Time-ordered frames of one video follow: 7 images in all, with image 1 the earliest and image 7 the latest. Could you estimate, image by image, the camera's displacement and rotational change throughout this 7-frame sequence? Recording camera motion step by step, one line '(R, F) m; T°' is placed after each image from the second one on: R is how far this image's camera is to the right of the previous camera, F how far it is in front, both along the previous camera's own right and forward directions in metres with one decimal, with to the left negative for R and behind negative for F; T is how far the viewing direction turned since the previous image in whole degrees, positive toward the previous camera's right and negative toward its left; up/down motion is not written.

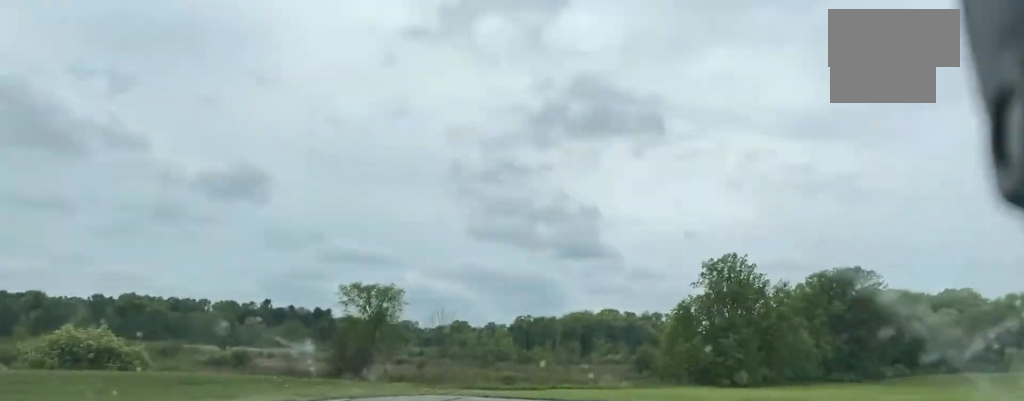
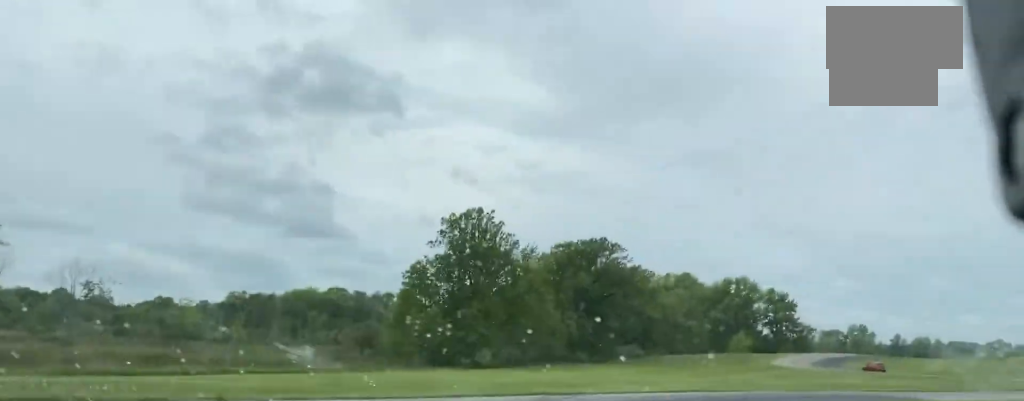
(+1.7, +27.5) m; +18°
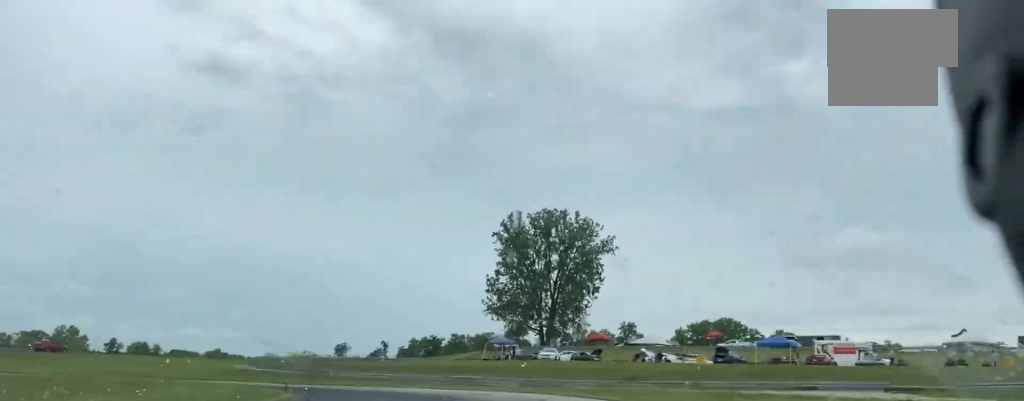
(+40.6, +57.5) m; +53°
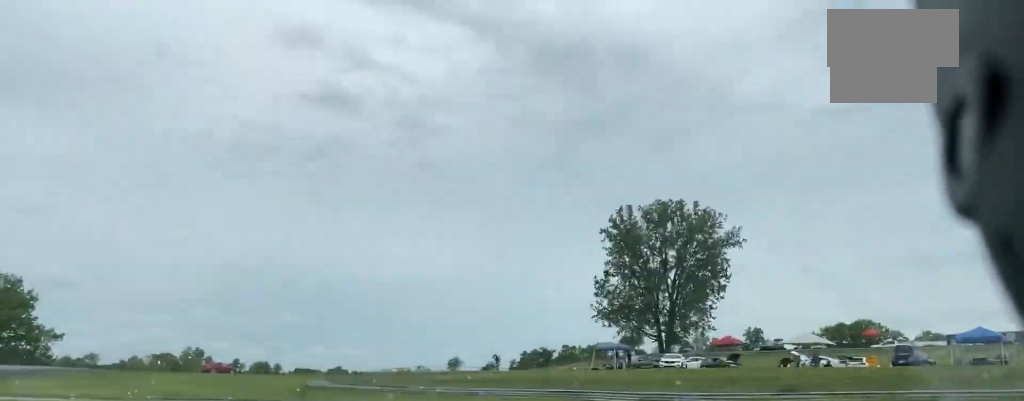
(+0.6, +16.3) m; -12°
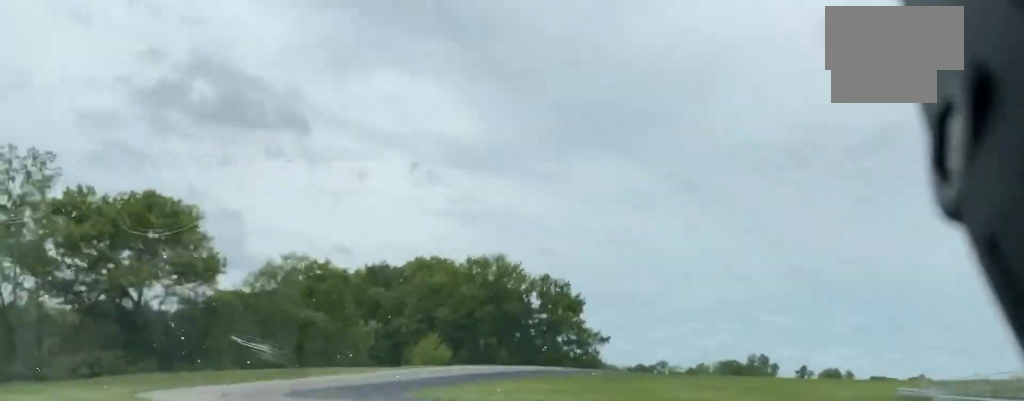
(-11.4, +26.2) m; -46°
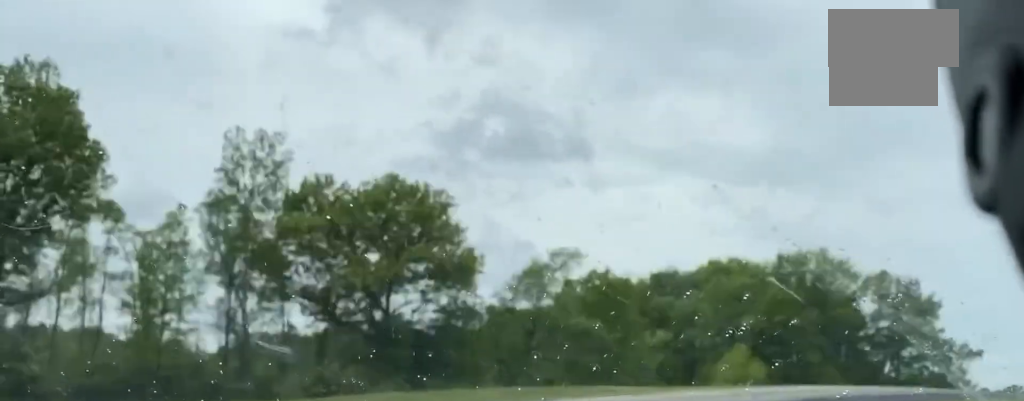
(-5.4, +21.3) m; -13°
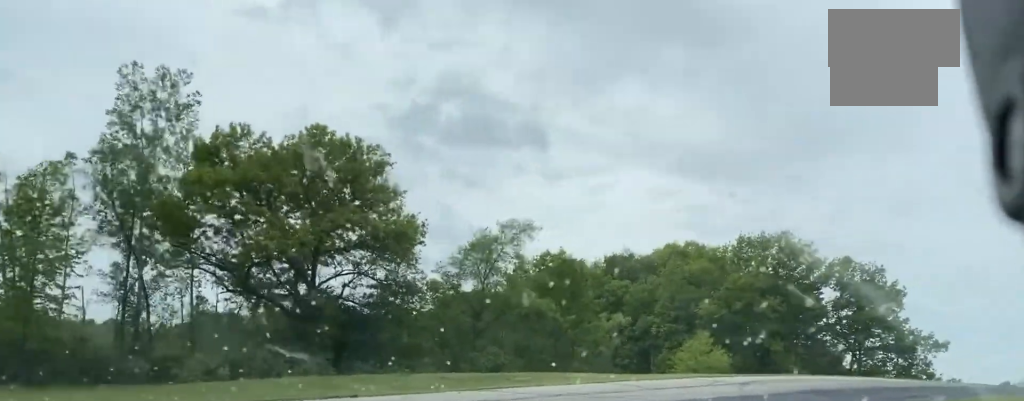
(-1.1, +8.6) m; +4°
